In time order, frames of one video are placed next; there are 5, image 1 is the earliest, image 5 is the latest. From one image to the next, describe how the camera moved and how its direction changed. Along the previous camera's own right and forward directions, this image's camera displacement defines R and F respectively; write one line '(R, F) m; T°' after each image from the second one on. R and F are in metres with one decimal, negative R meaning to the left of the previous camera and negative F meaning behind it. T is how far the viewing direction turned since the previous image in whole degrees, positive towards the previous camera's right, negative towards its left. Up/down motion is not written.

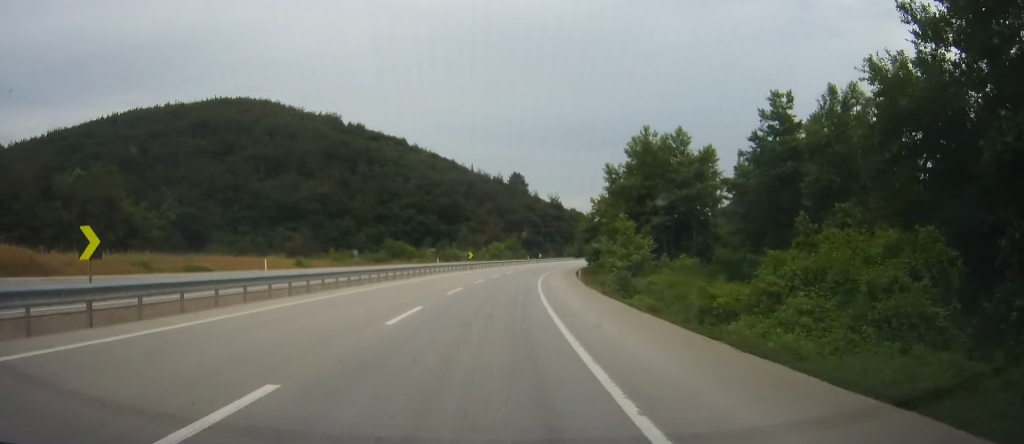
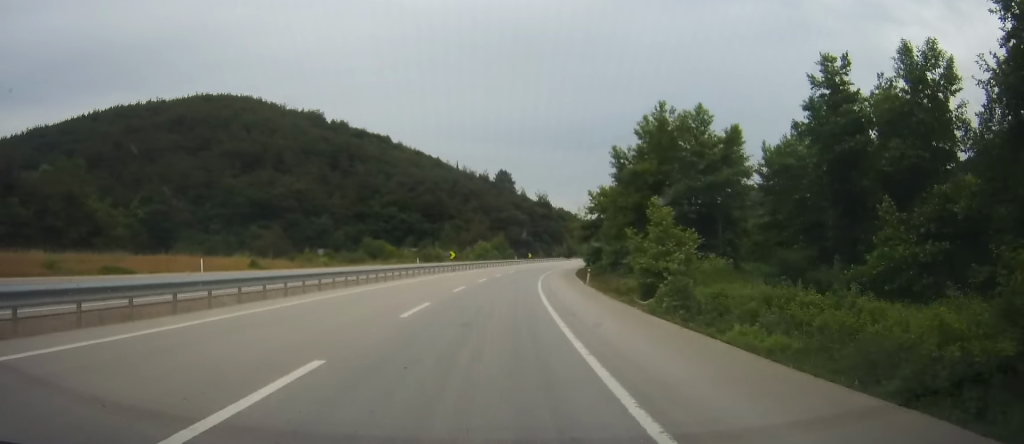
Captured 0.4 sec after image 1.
(+0.4, +10.3) m; +2°
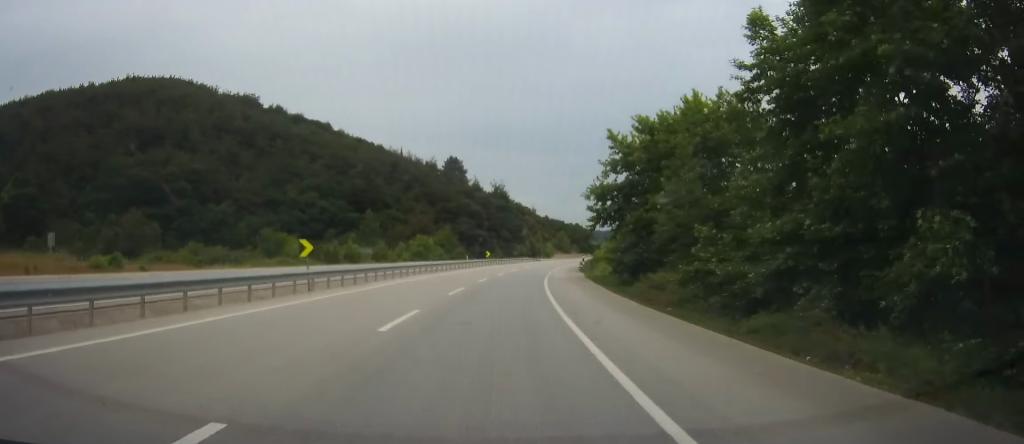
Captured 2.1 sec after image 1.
(+2.0, +39.6) m; +4°
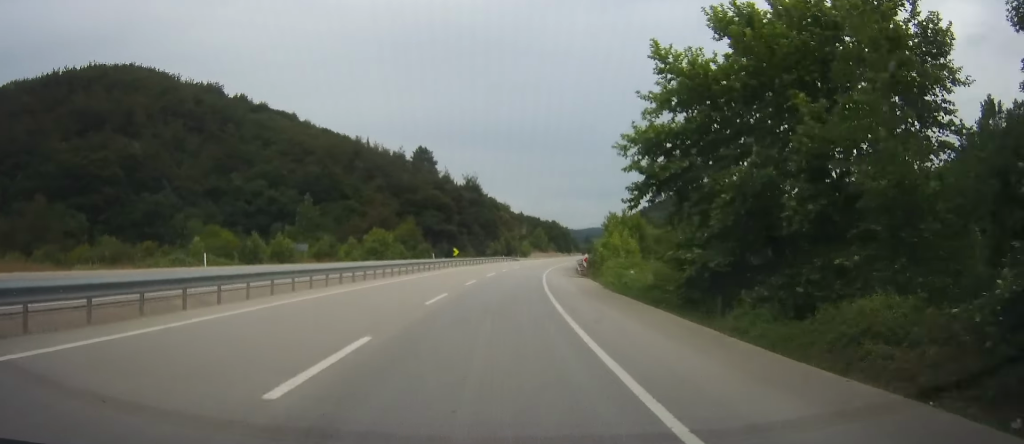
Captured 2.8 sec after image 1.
(0.0, +17.5) m; +1°
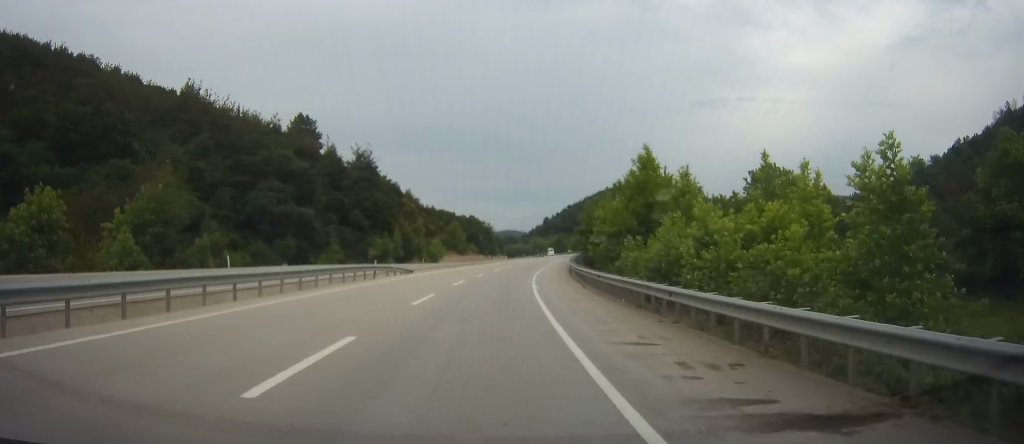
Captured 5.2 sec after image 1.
(+3.5, +59.8) m; +7°
